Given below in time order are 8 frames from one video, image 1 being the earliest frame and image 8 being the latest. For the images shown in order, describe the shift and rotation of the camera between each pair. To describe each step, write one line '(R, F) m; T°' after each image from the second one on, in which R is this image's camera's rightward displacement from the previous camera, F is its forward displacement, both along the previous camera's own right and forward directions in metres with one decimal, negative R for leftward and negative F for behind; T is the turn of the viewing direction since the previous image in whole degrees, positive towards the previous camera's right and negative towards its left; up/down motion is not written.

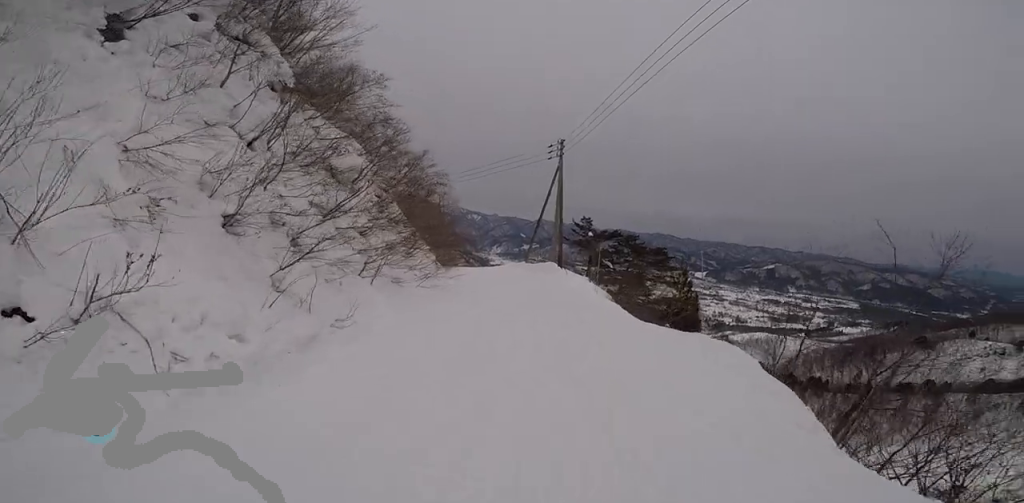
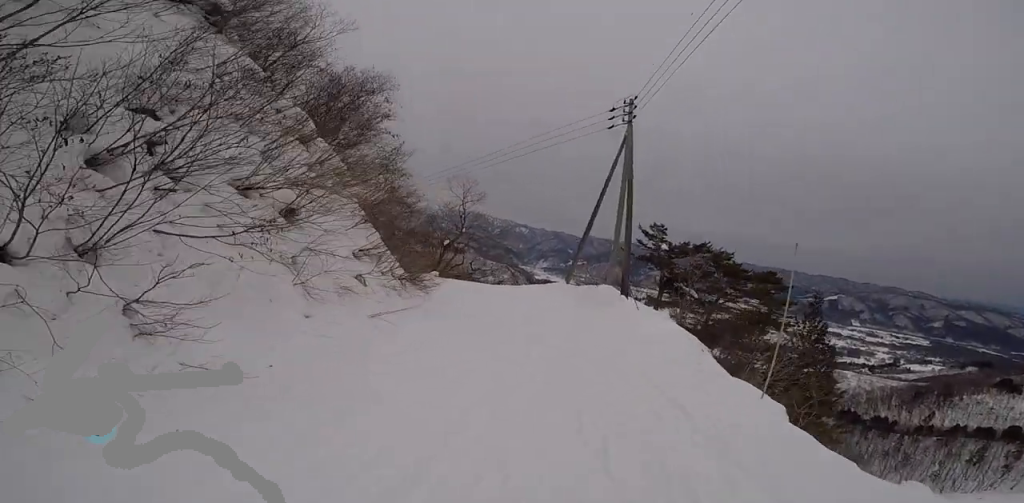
(0.0, +9.5) m; -10°
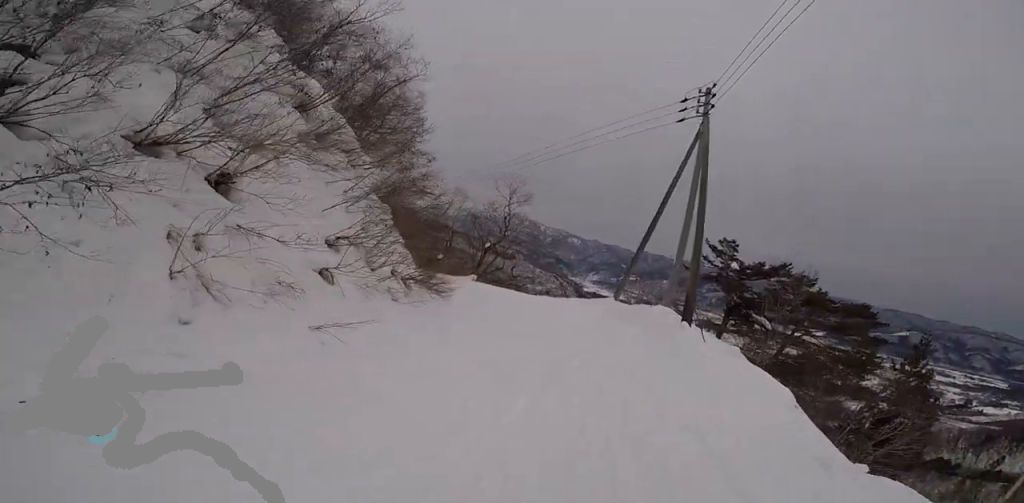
(+0.2, +2.5) m; -6°
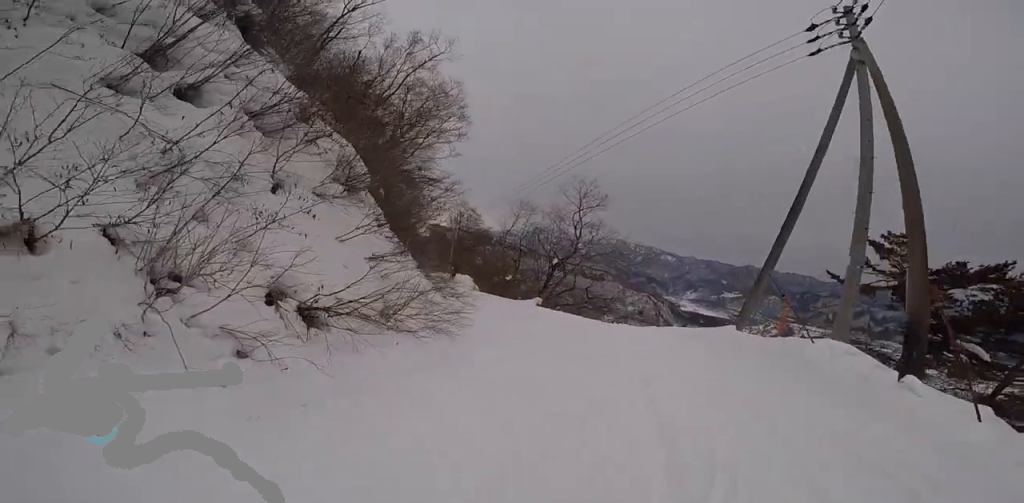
(-1.3, +5.2) m; -14°
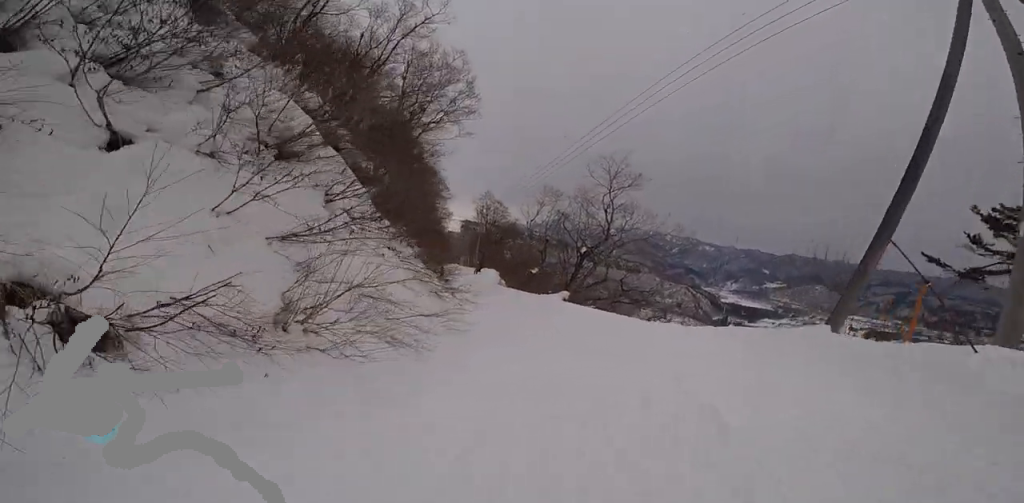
(-0.1, +2.7) m; -2°
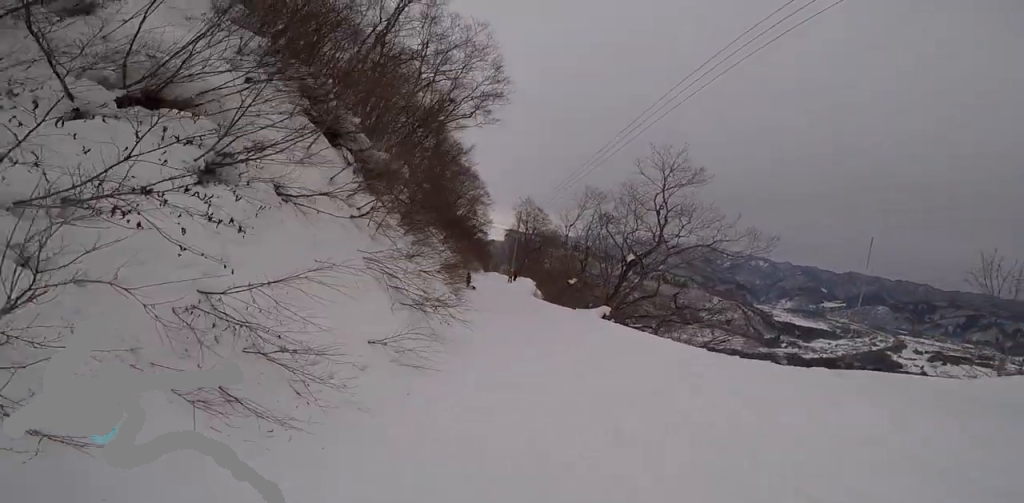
(0.0, +3.2) m; -1°
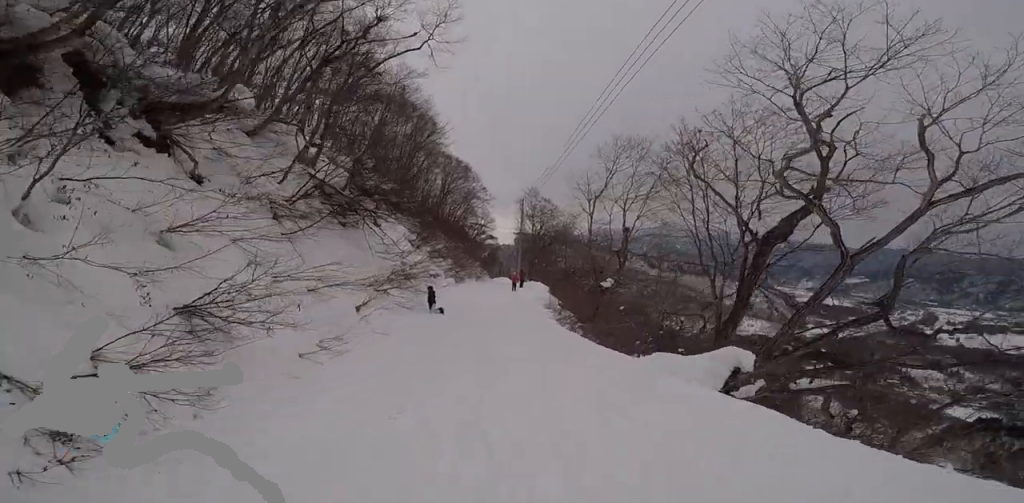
(-1.6, +11.1) m; -16°
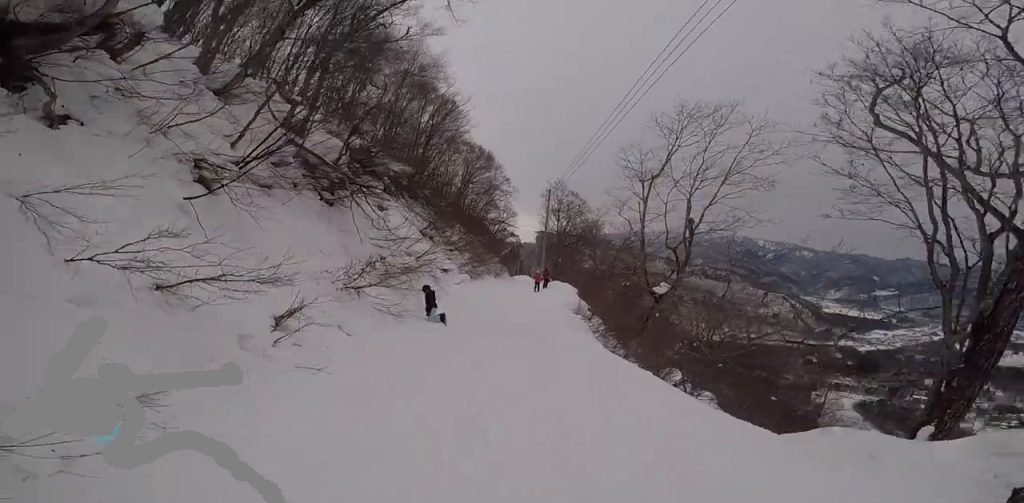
(-0.2, +4.2) m; -2°
